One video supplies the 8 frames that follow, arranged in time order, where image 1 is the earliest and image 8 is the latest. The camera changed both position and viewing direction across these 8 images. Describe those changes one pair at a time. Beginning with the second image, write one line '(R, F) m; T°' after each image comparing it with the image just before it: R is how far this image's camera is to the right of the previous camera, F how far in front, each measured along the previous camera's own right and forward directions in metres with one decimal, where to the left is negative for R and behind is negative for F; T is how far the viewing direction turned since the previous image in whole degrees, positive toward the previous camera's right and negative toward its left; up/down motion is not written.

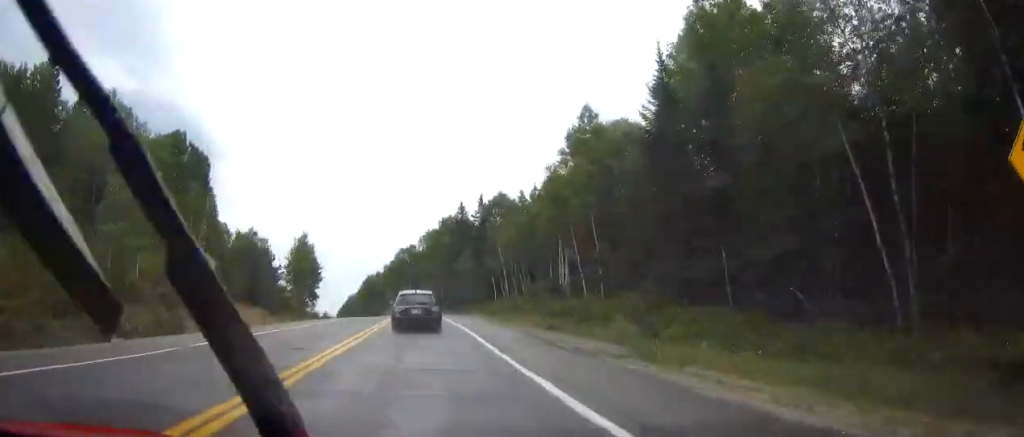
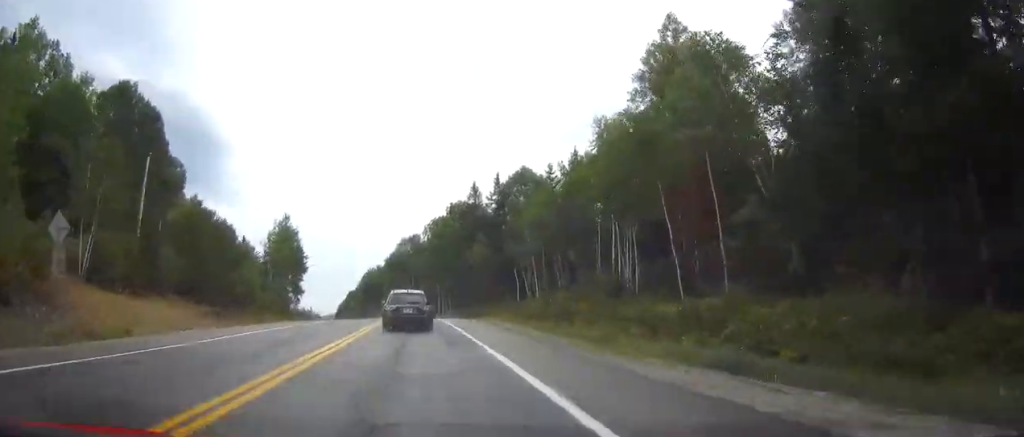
(+0.3, +17.6) m; +1°
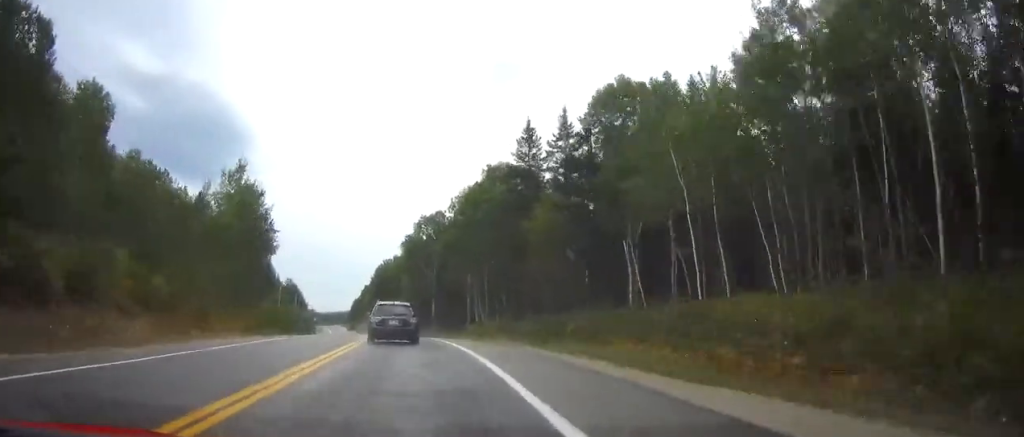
(-0.3, +31.7) m; -1°
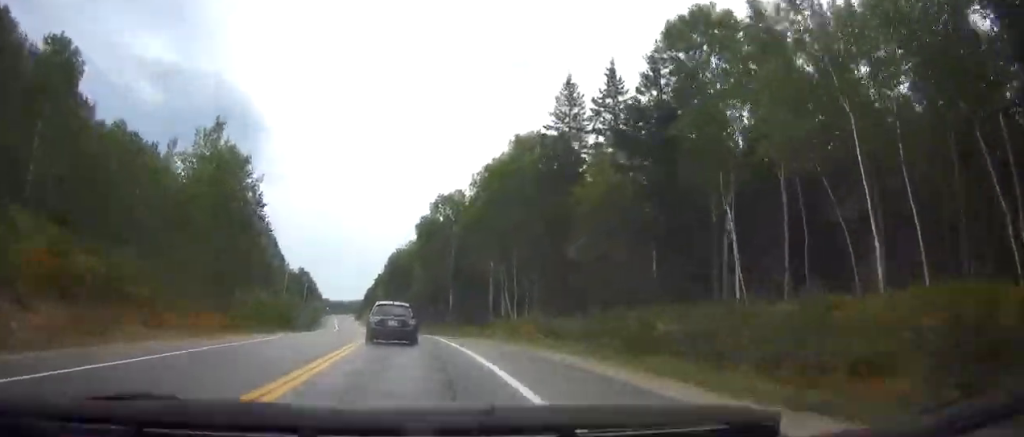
(-0.1, +10.9) m; -1°
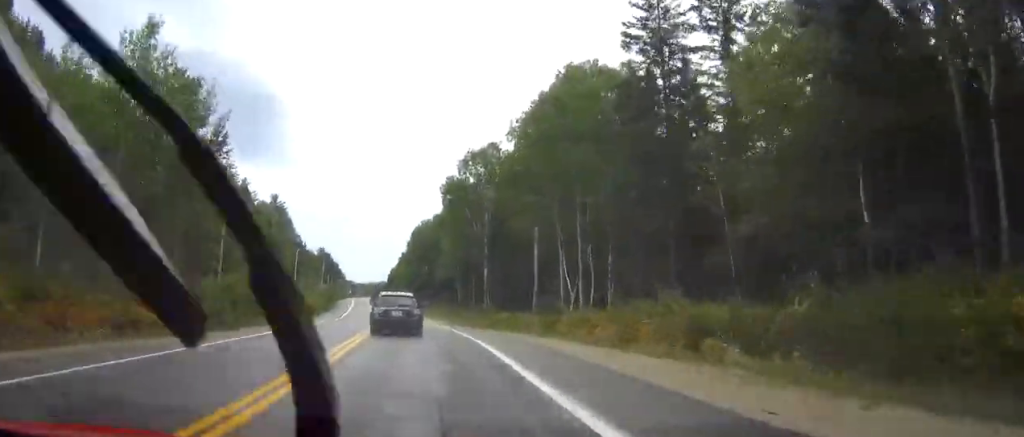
(-0.1, +16.6) m; -1°
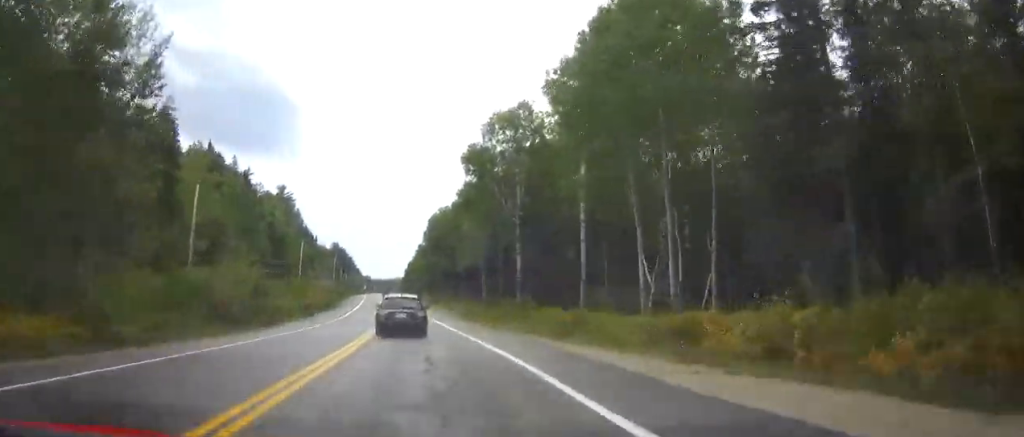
(0.0, +13.5) m; -1°
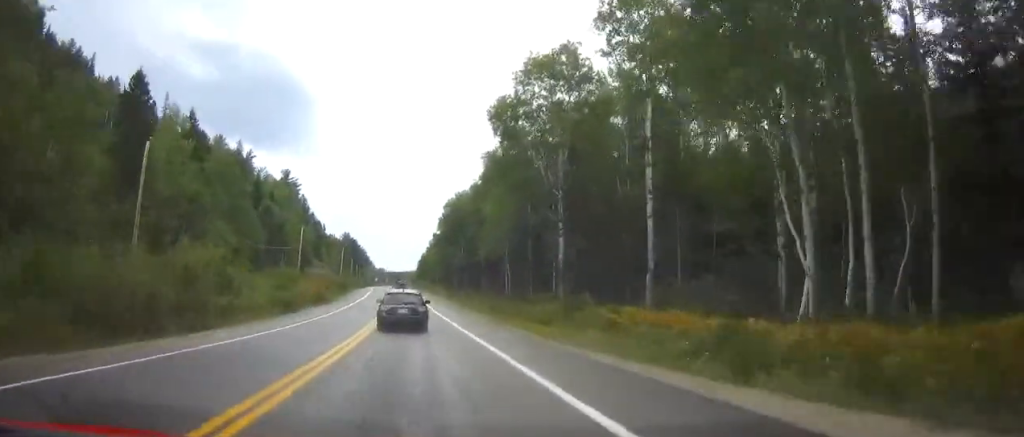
(-0.3, +13.6) m; -2°
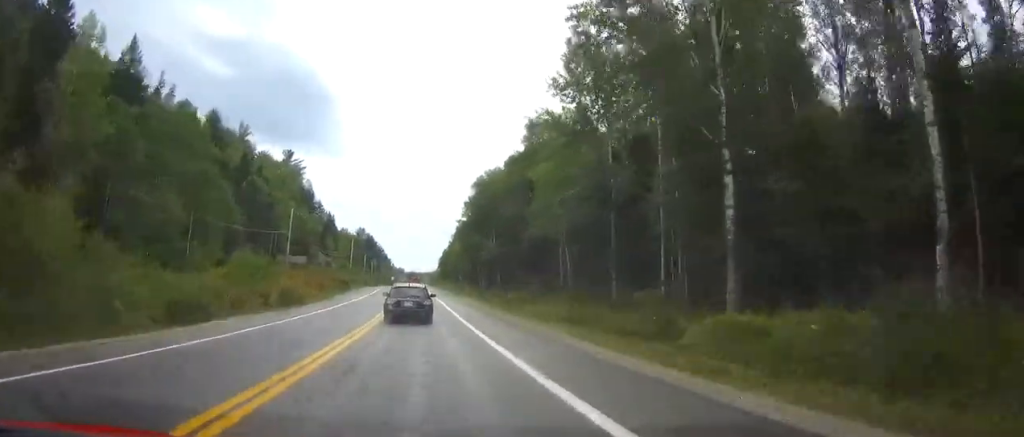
(-0.7, +24.2) m; -2°
